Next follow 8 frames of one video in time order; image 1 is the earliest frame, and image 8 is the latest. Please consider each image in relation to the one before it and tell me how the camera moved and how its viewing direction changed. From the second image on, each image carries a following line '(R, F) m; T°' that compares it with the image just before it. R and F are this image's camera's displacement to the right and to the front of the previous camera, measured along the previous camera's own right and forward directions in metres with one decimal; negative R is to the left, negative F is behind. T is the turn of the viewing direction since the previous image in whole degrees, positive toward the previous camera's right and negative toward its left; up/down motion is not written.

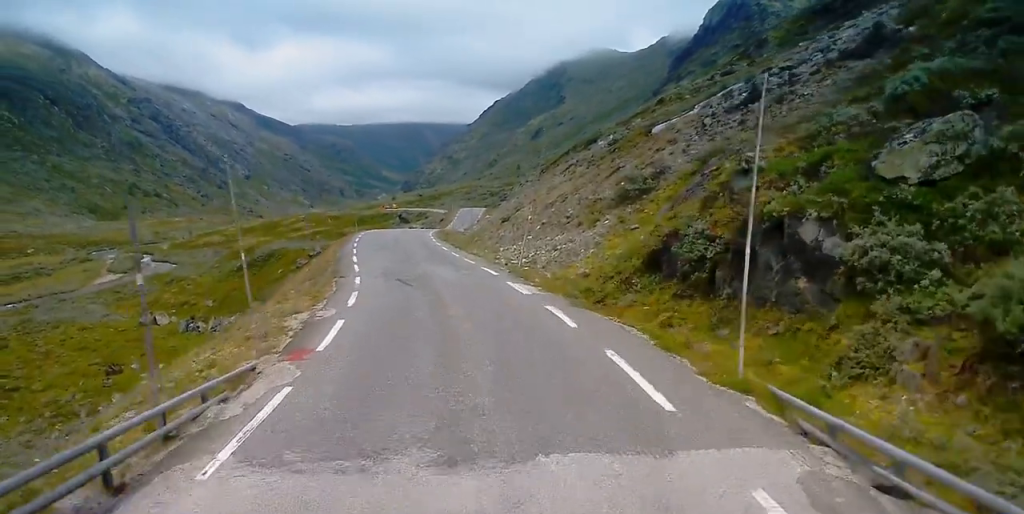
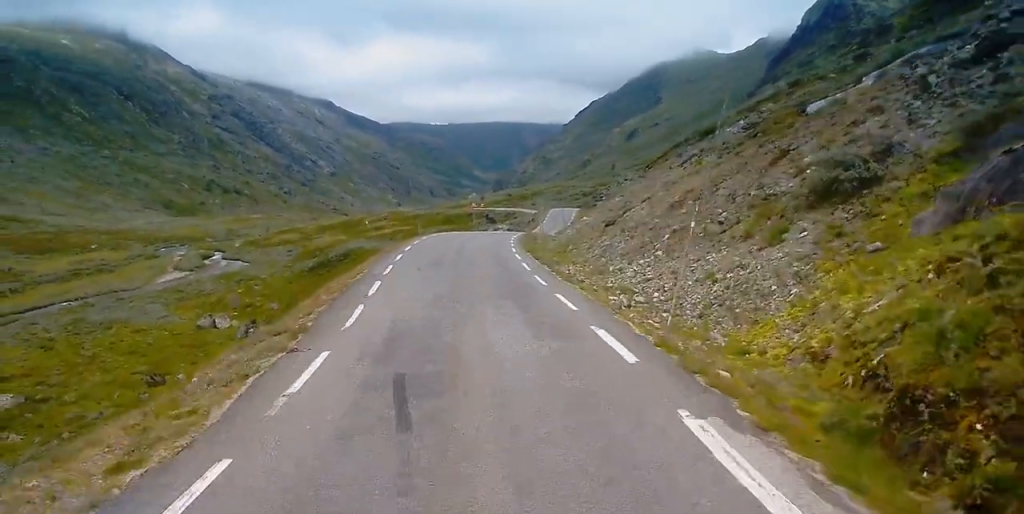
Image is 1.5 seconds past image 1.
(-1.1, +15.6) m; -7°
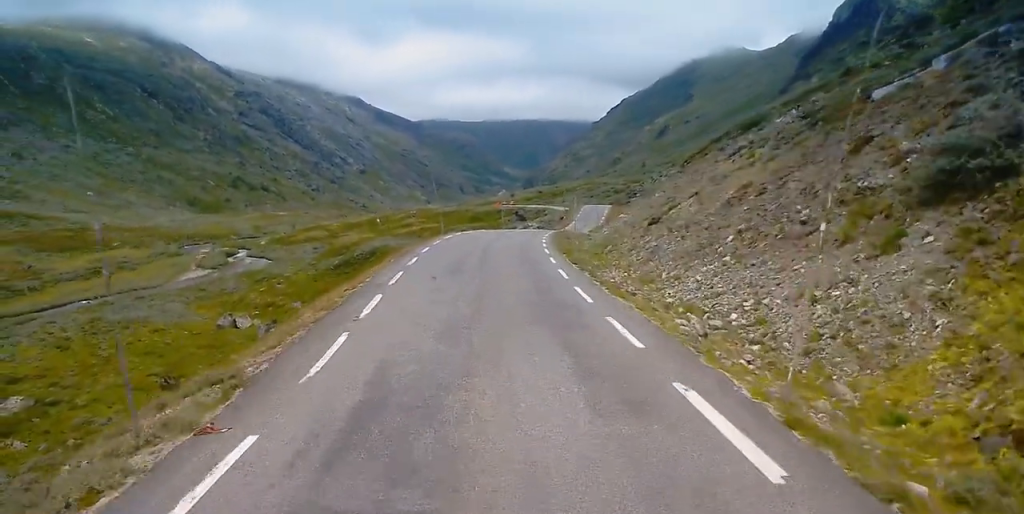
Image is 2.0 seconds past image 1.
(-0.2, +5.3) m; 0°
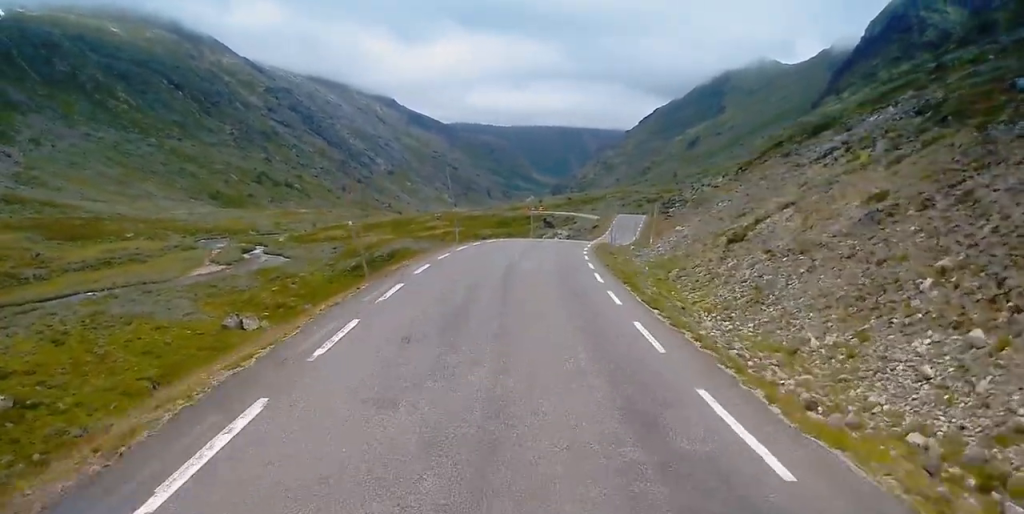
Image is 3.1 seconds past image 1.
(+0.3, +11.3) m; +2°
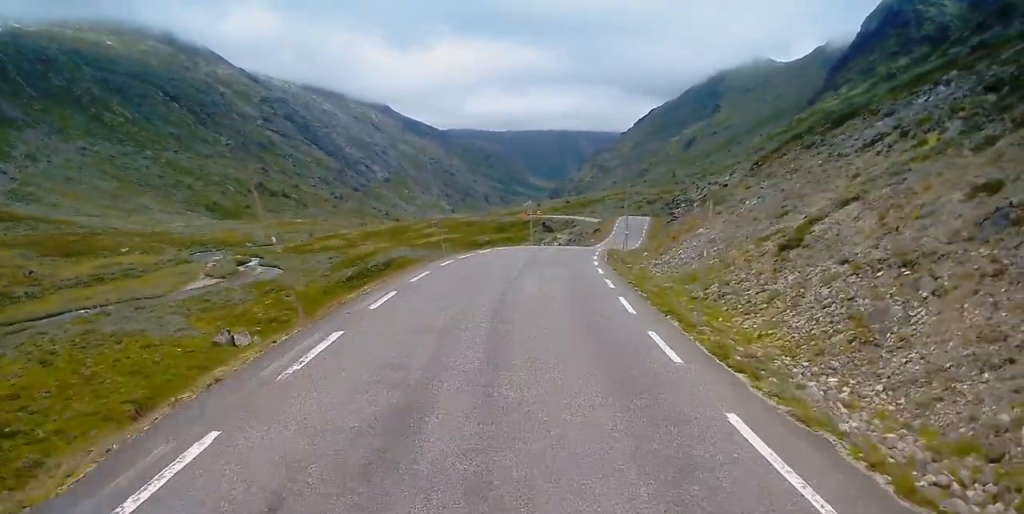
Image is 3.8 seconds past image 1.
(0.0, +6.5) m; -1°
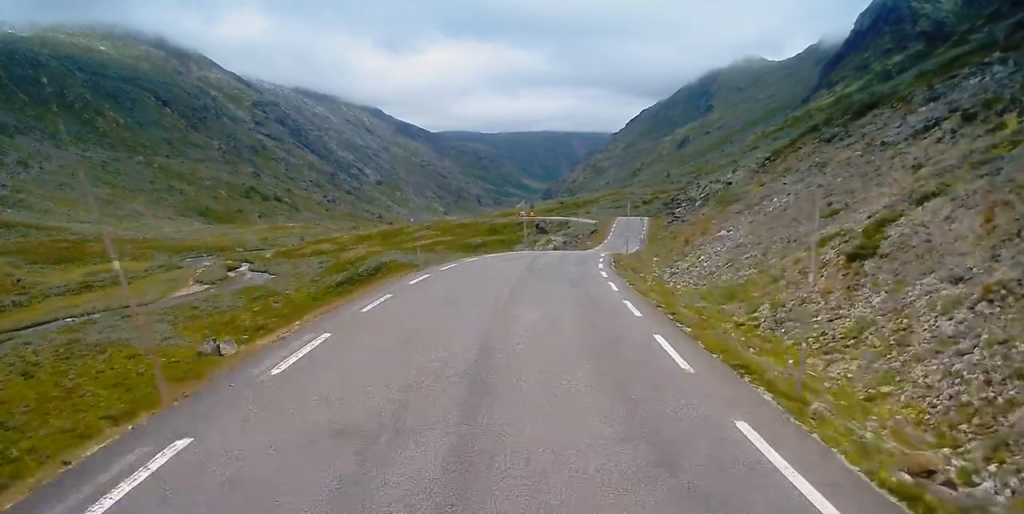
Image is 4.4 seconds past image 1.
(0.0, +5.8) m; -1°
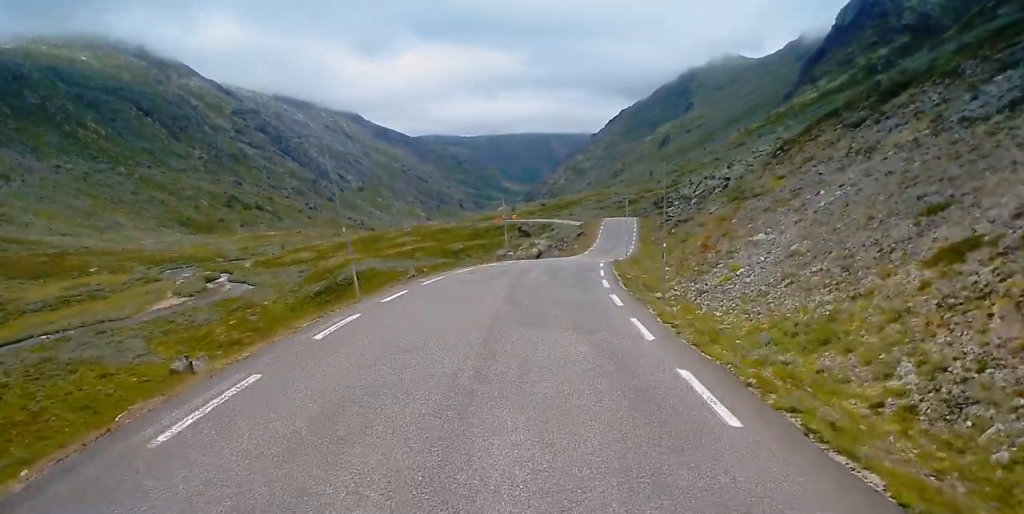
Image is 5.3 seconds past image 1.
(-0.2, +8.4) m; +1°
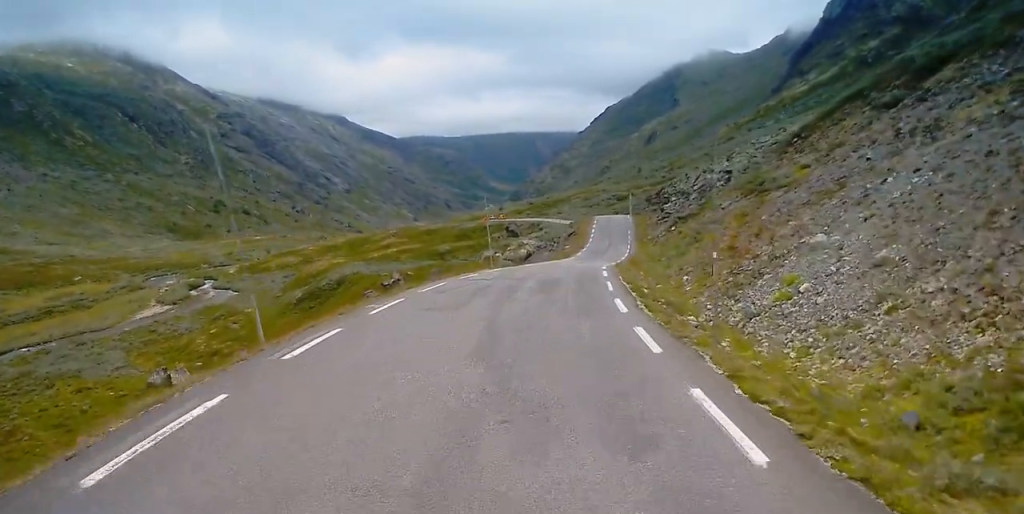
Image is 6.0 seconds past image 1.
(+0.3, +7.0) m; +3°
